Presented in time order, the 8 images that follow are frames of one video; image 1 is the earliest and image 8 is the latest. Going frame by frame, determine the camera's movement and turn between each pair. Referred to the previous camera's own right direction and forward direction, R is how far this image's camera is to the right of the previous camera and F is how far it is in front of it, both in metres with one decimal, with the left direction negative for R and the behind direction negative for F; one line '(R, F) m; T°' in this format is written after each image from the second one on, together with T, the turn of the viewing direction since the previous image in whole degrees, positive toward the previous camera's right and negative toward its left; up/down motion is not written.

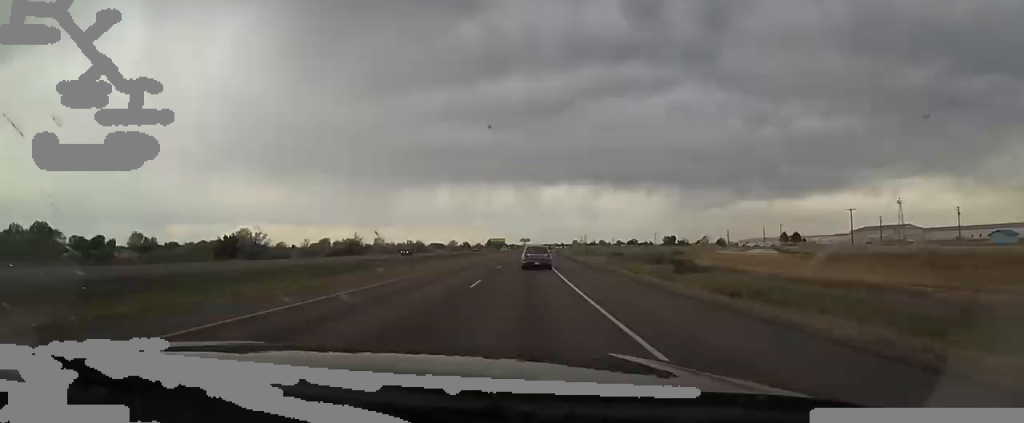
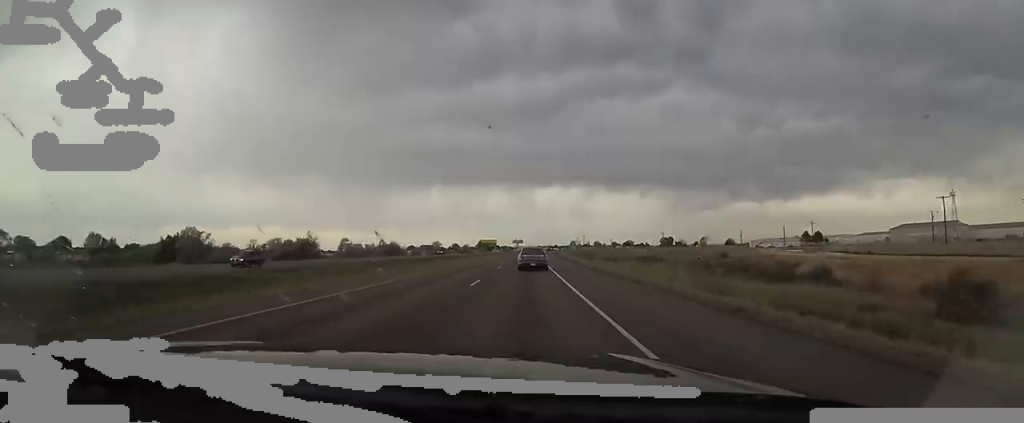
(+1.0, +29.8) m; +1°
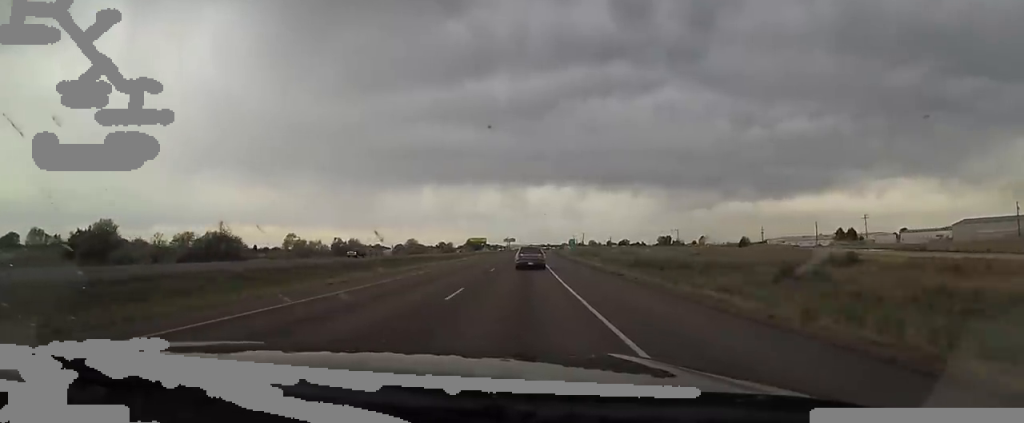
(-0.5, +36.5) m; +1°
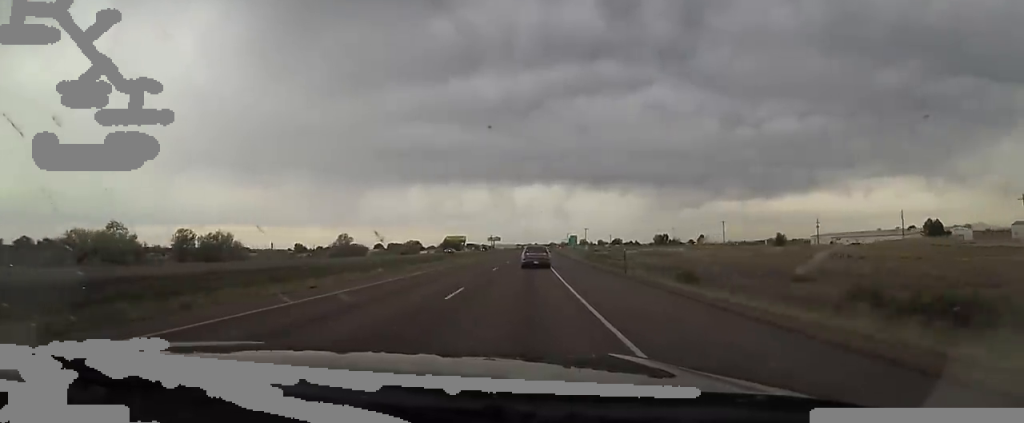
(+1.9, +62.8) m; 0°
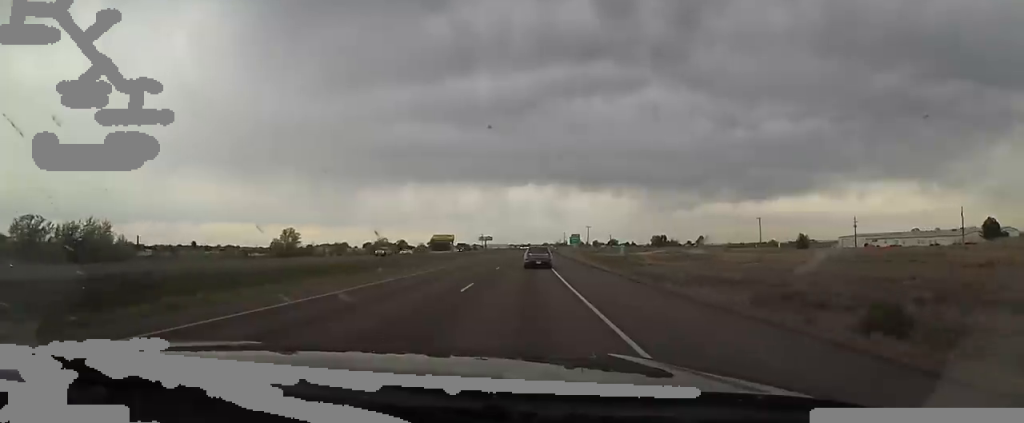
(-0.4, +28.1) m; +1°
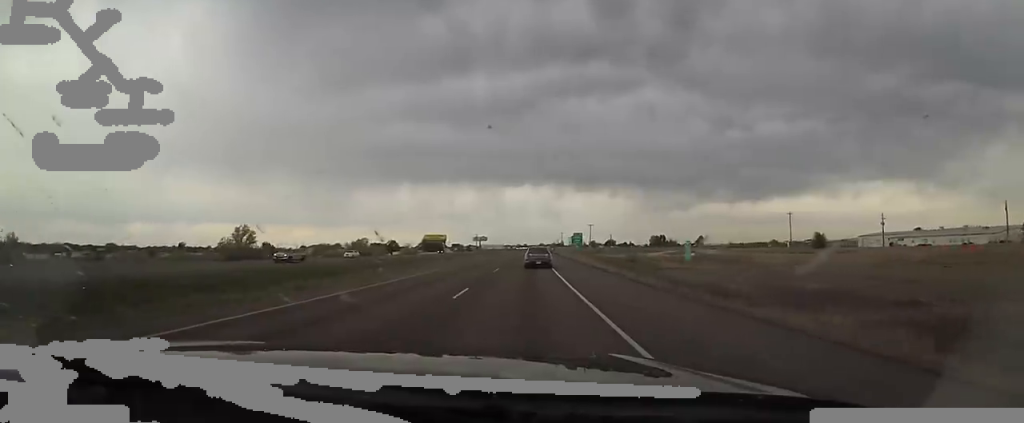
(+0.5, +17.1) m; +2°
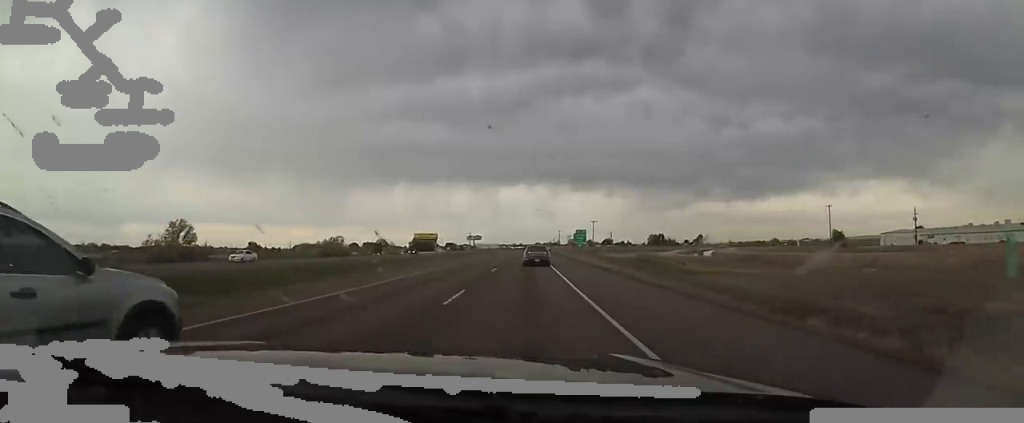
(+0.2, +17.0) m; +1°
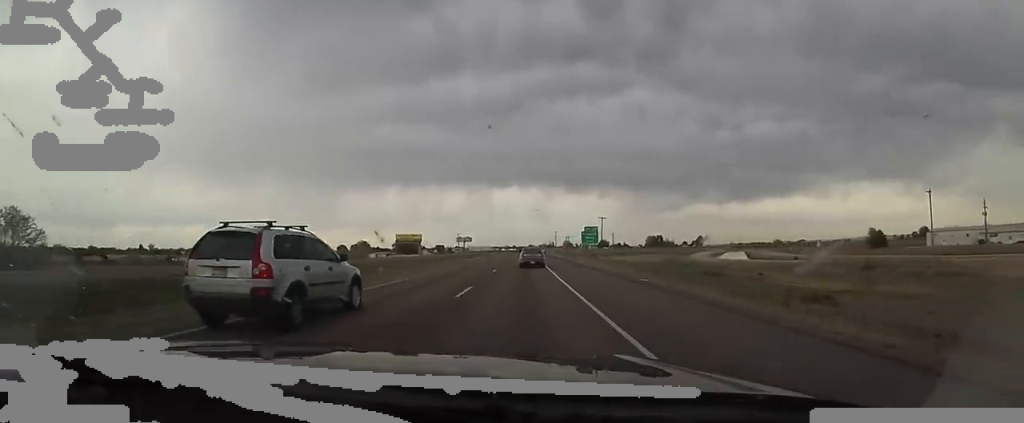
(+0.3, +27.9) m; 0°
